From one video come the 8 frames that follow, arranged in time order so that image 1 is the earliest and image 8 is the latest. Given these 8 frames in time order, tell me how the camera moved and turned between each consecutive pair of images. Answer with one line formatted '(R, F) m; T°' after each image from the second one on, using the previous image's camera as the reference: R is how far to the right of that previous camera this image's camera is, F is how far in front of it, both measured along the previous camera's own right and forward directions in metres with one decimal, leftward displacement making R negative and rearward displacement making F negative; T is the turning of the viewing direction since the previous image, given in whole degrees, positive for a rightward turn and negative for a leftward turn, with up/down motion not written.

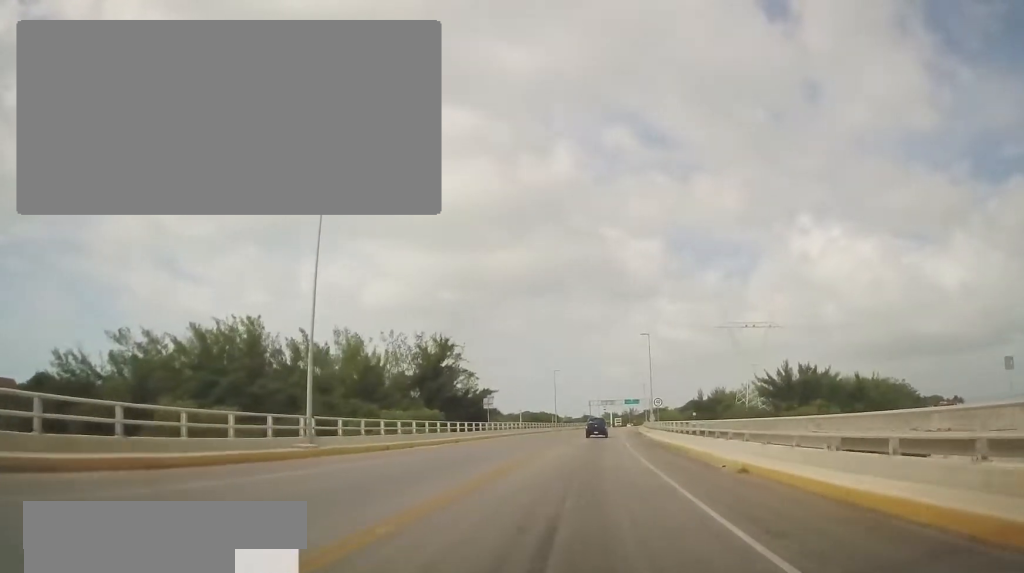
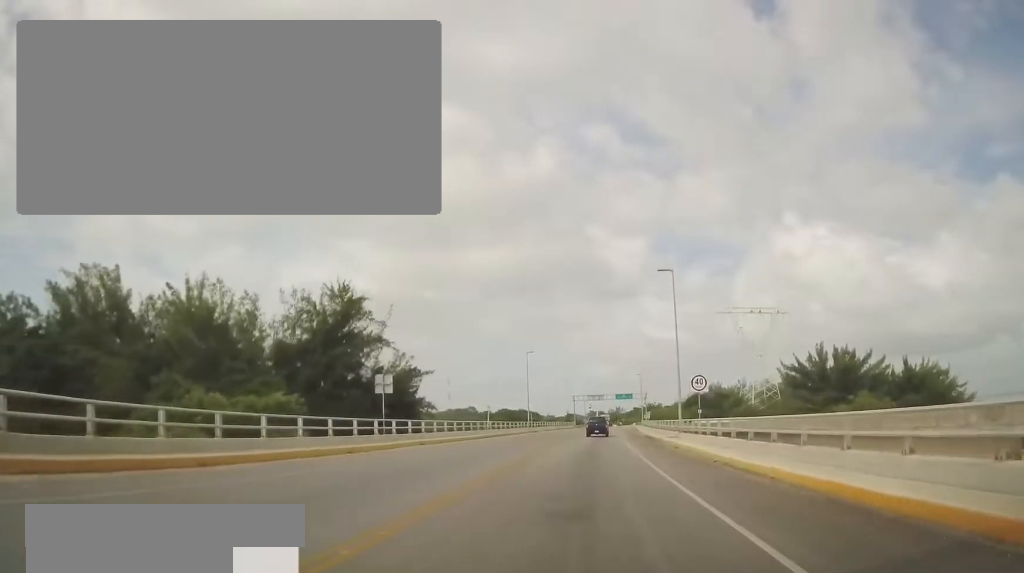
(+1.0, +25.4) m; +3°
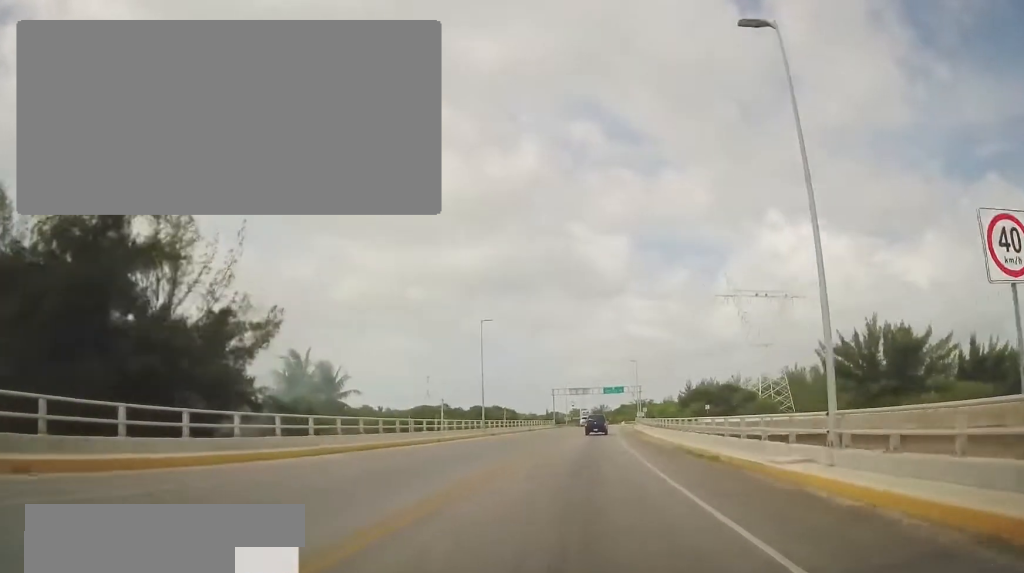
(+0.2, +23.1) m; +1°
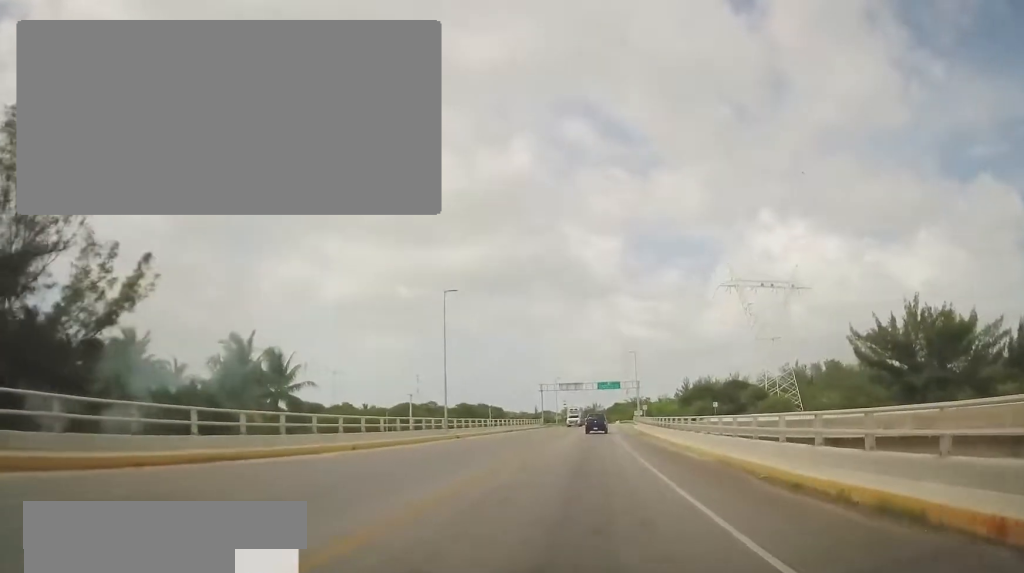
(0.0, +11.5) m; +1°
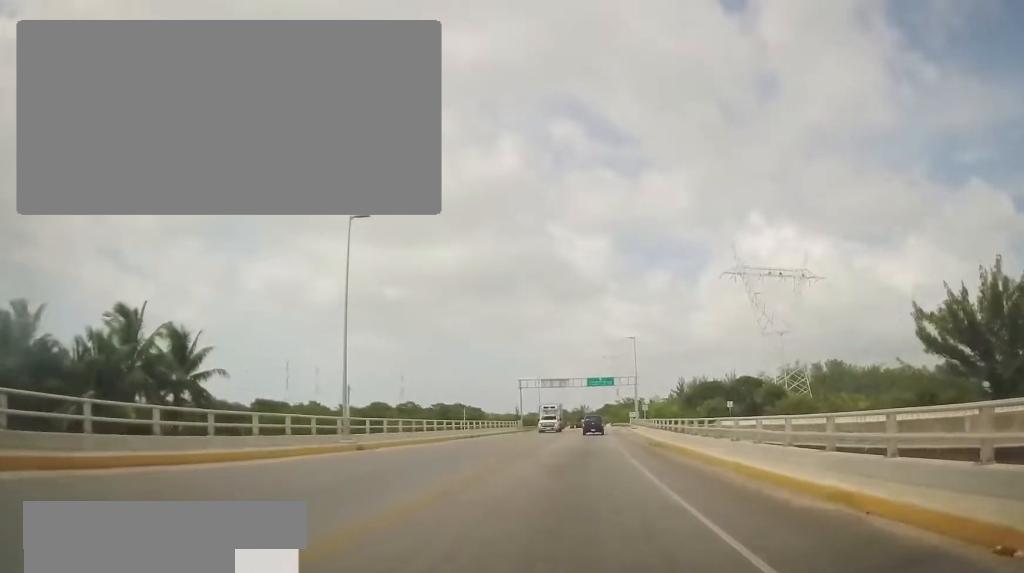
(+0.3, +15.8) m; +2°
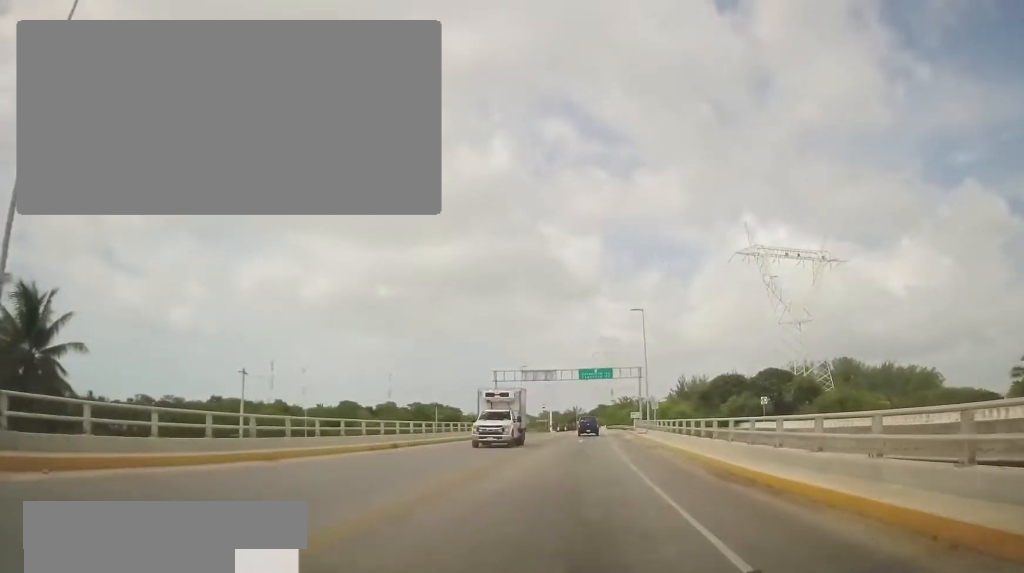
(+0.4, +16.9) m; +1°
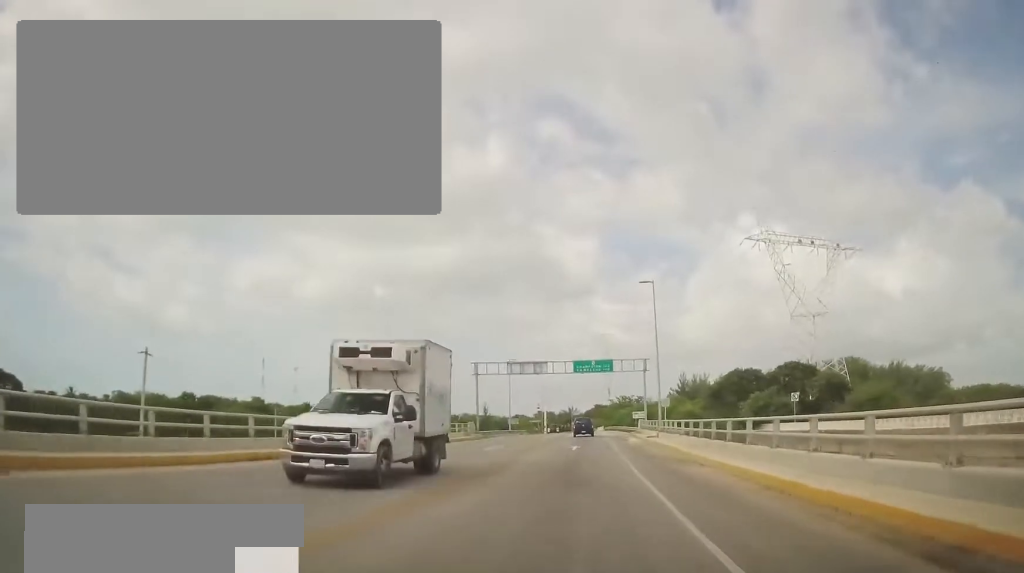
(-0.1, +9.5) m; 0°
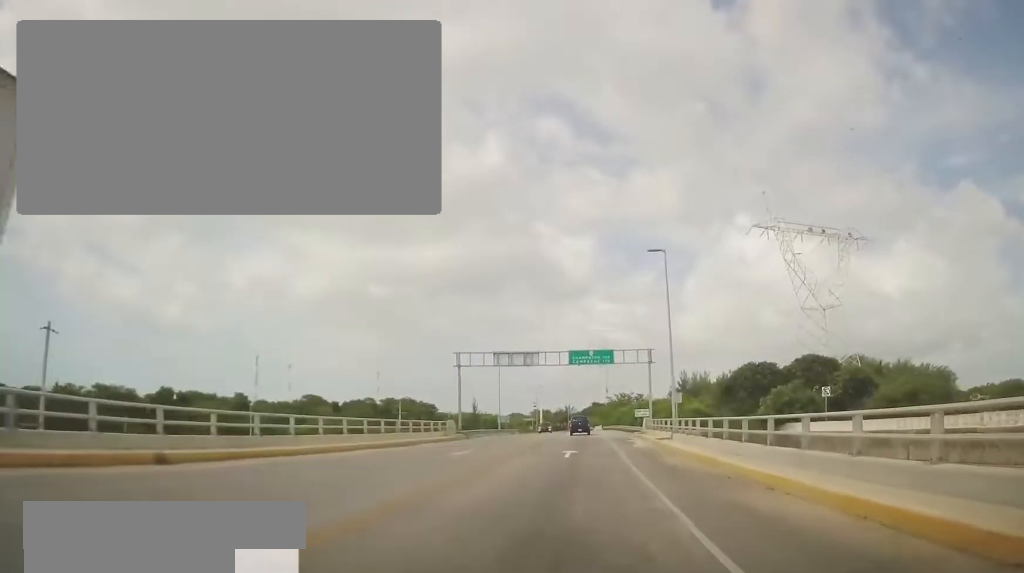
(-0.2, +6.8) m; 0°
